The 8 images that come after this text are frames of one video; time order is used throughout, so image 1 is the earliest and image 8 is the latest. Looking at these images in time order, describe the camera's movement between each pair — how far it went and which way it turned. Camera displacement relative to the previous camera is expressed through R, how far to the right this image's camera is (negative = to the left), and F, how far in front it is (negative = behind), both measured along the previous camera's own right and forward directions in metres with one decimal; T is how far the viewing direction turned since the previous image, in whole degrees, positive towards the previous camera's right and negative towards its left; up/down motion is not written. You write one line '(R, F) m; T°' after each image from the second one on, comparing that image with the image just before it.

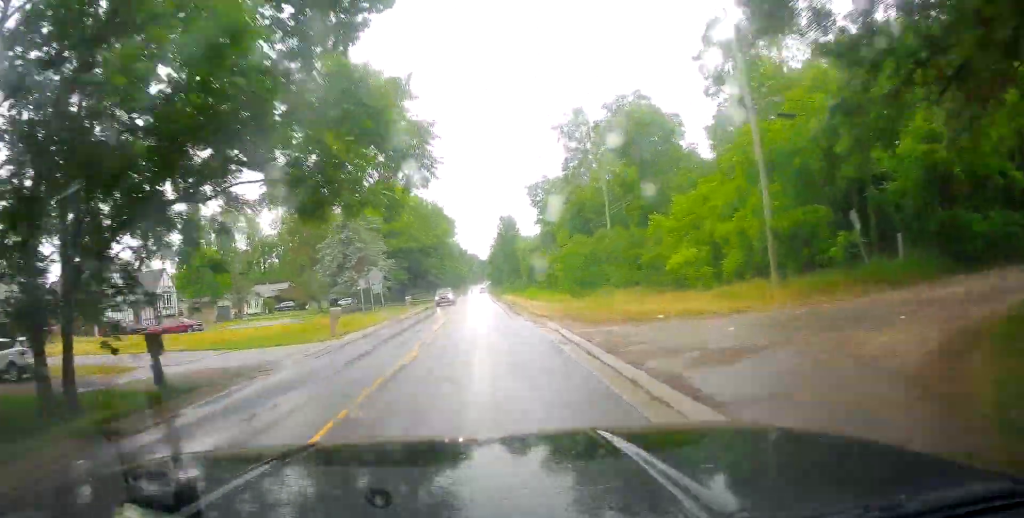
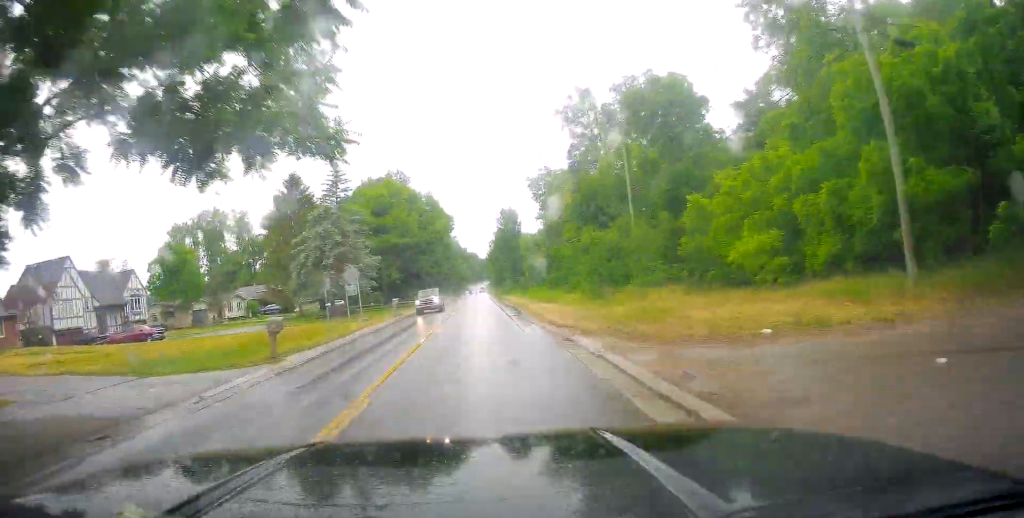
(0.0, +8.0) m; 0°
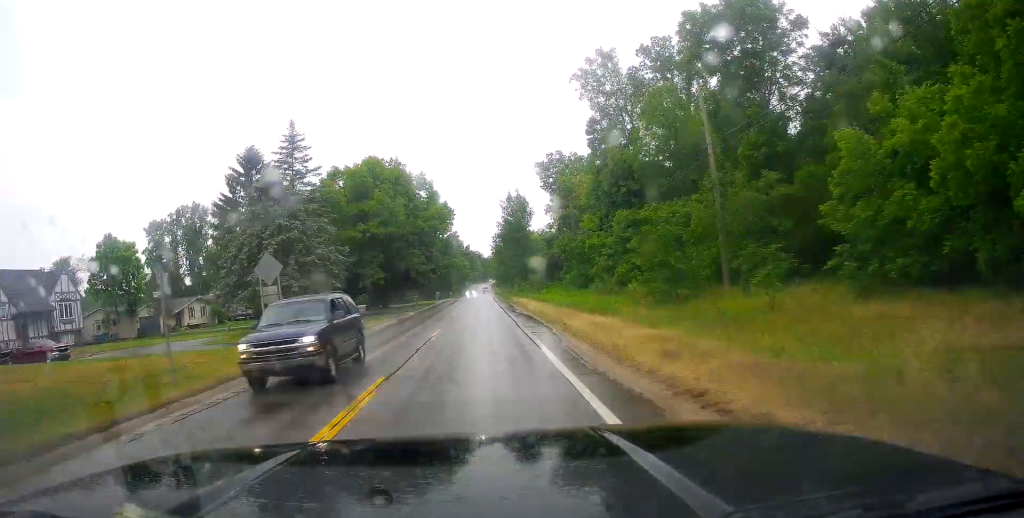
(-0.1, +15.0) m; -1°
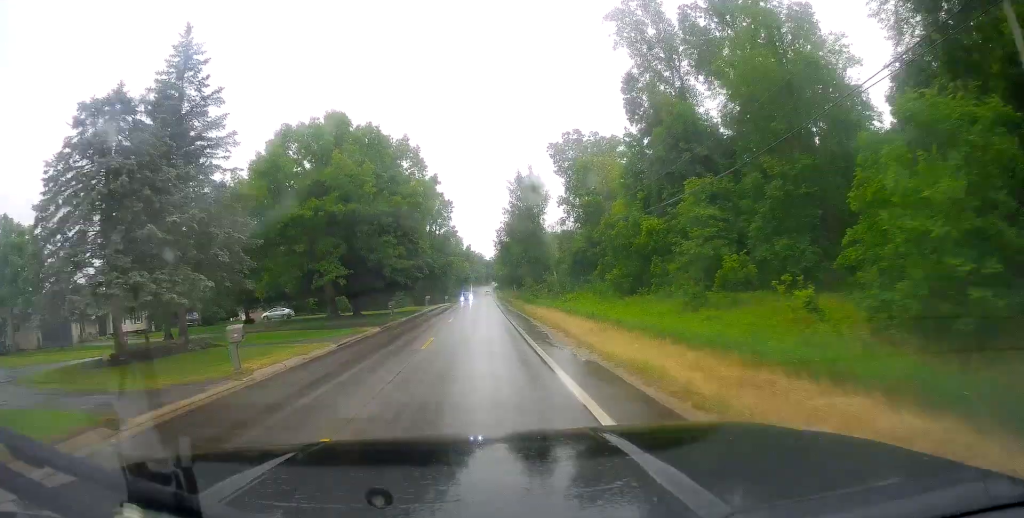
(-0.3, +18.6) m; 0°
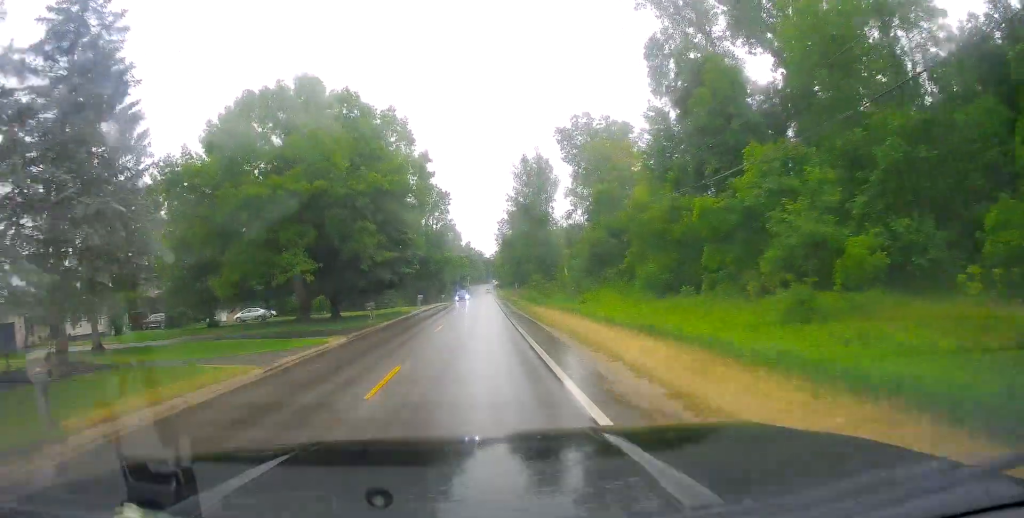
(+0.3, +8.7) m; 0°
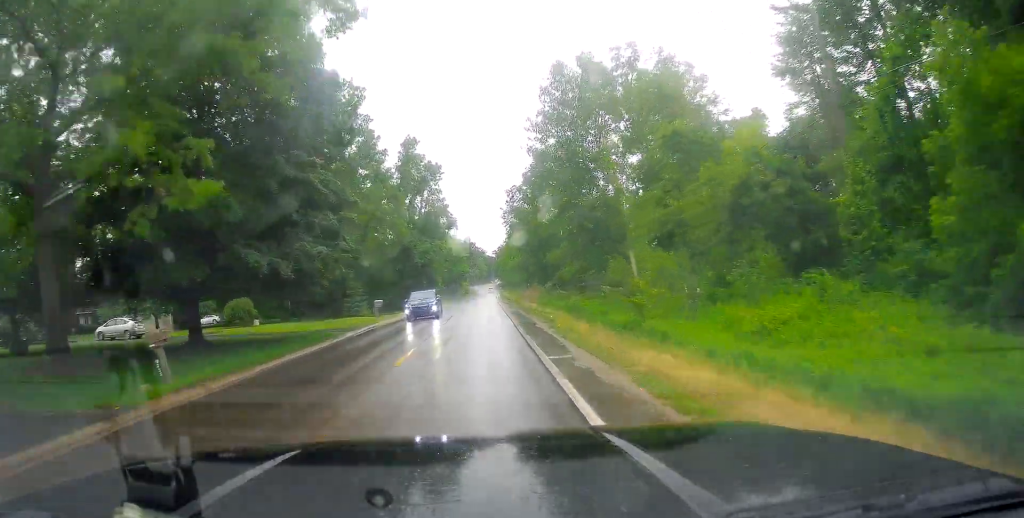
(-0.9, +26.2) m; -4°
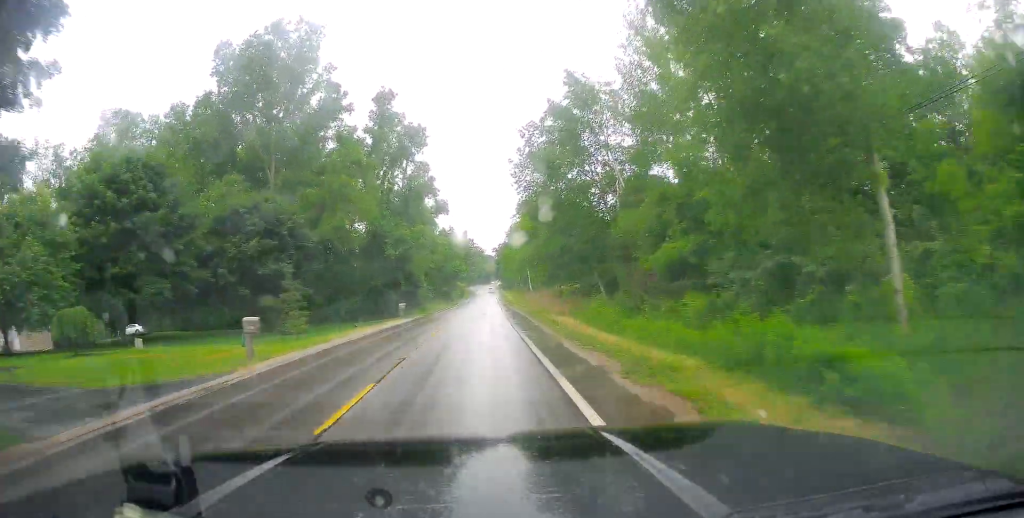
(-0.1, +22.0) m; +2°
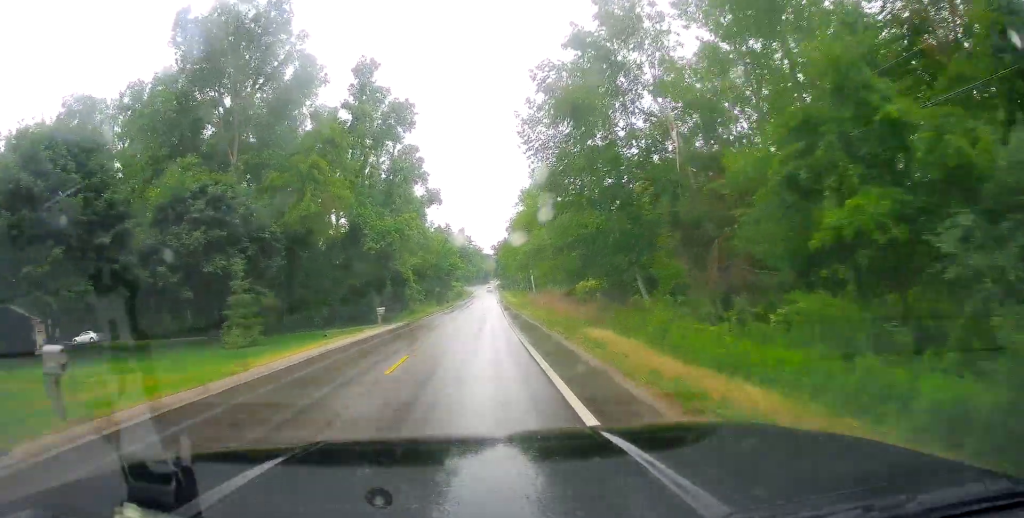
(+0.1, +9.7) m; +2°
